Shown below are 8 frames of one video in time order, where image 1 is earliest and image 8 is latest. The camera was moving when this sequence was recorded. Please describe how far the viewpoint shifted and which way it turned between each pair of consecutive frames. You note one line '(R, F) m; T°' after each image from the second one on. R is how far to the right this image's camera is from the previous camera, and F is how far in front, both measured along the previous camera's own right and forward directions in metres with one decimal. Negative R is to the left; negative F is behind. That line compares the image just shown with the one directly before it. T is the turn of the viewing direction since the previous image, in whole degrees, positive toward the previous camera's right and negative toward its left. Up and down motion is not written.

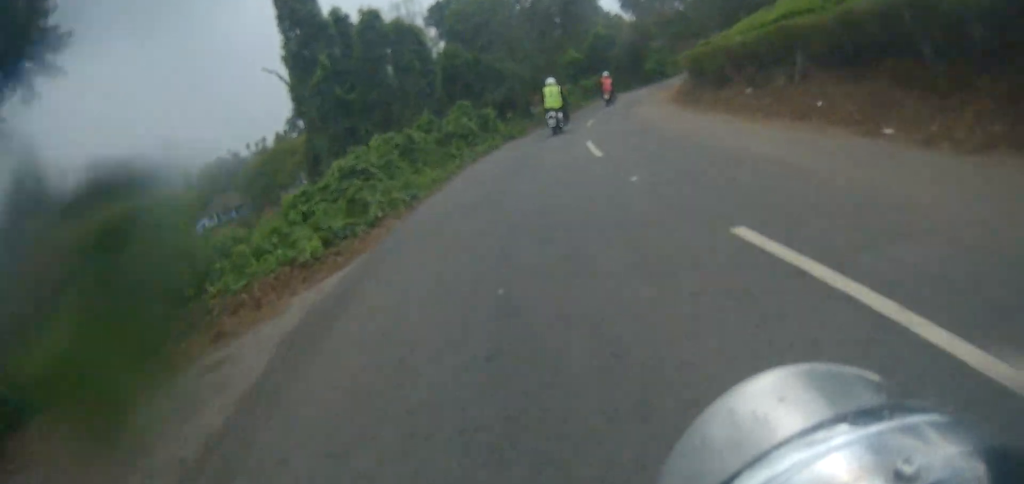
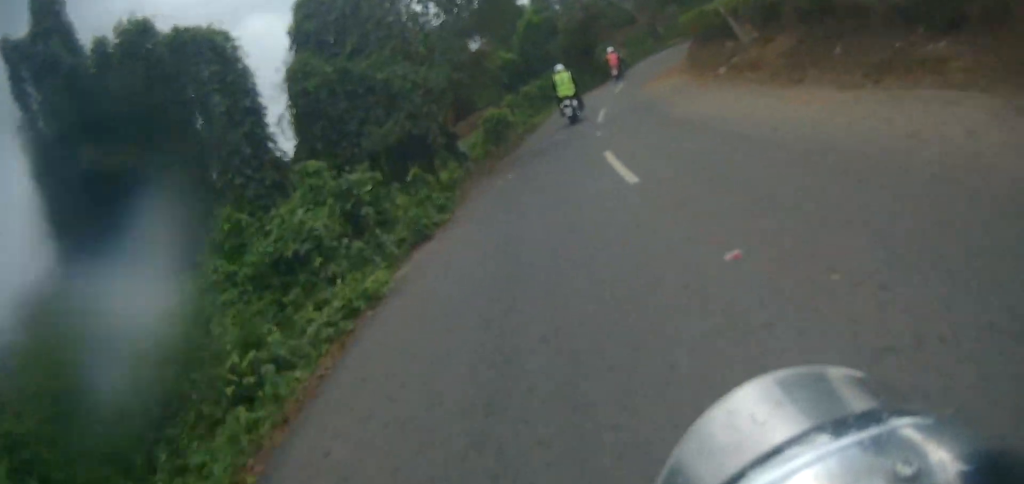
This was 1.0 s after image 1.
(+0.7, +13.4) m; +3°
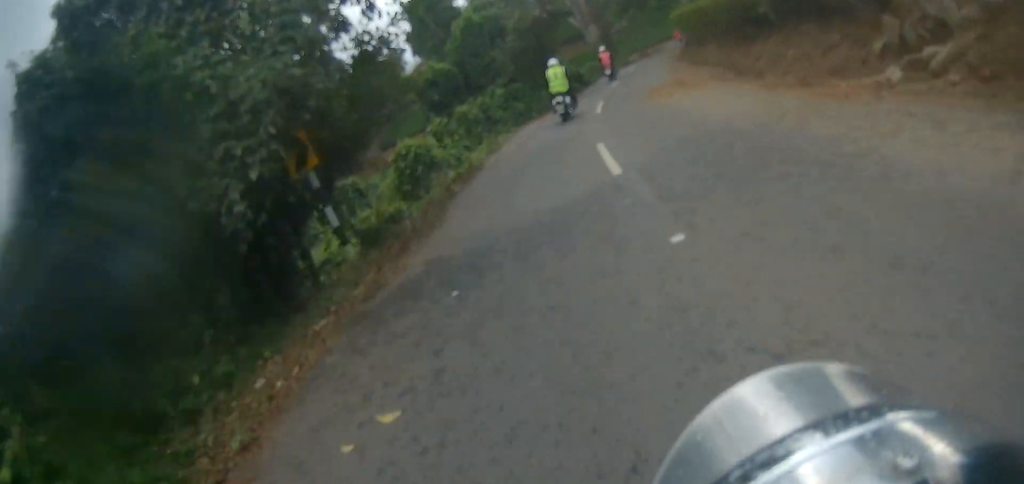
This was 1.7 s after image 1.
(0.0, +8.6) m; 0°
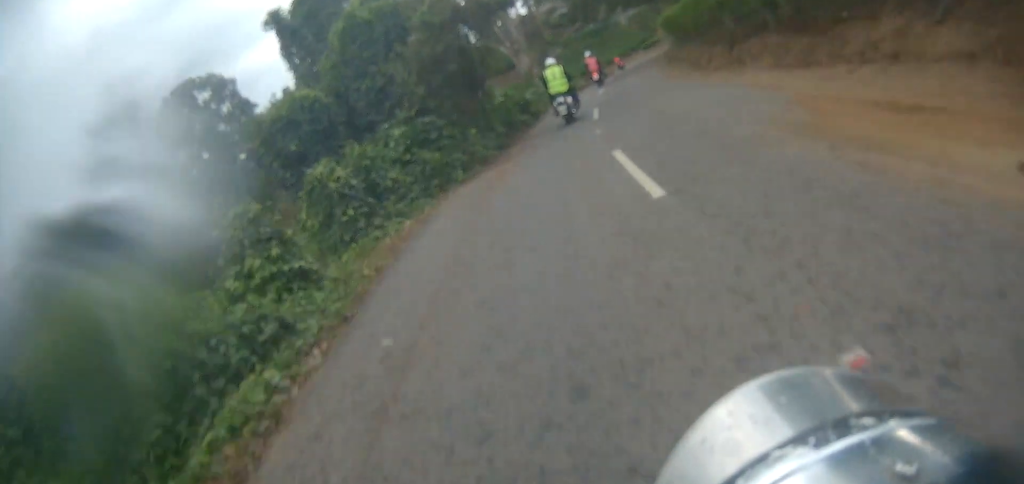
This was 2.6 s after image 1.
(0.0, +11.2) m; 0°
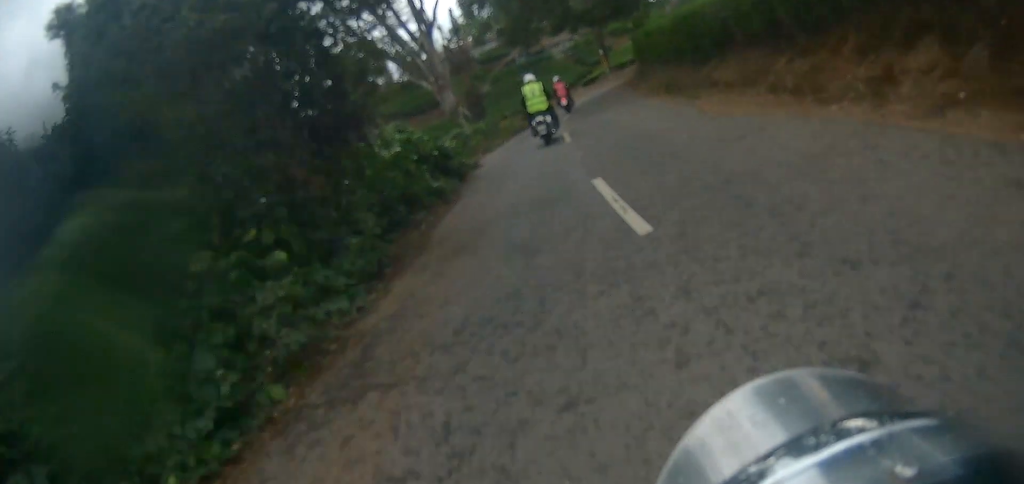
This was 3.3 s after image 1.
(0.0, +9.7) m; 0°
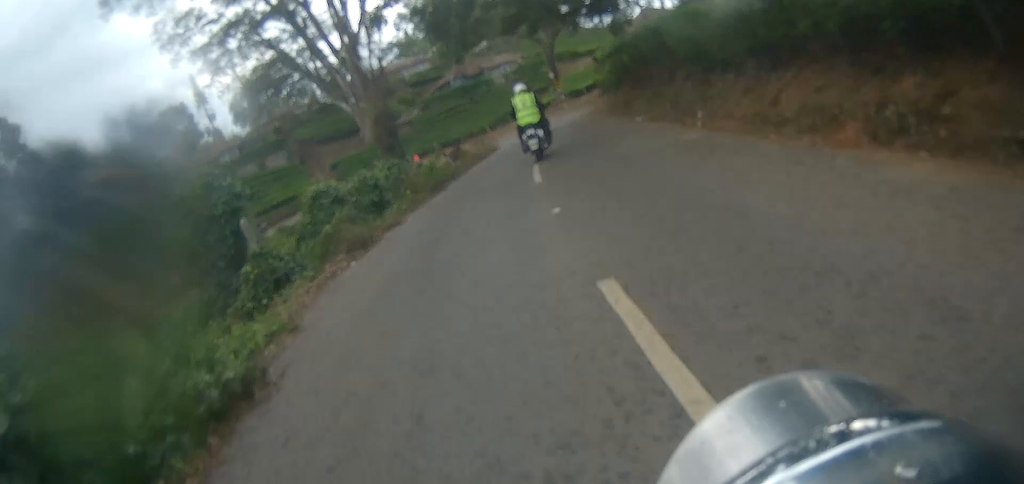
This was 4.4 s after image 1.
(0.0, +12.7) m; +9°
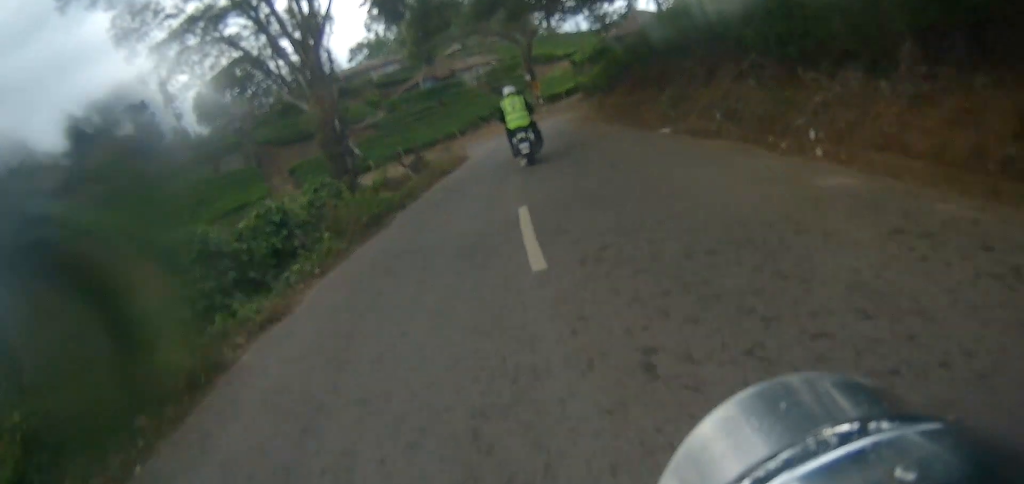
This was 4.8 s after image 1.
(+0.6, +4.9) m; +5°
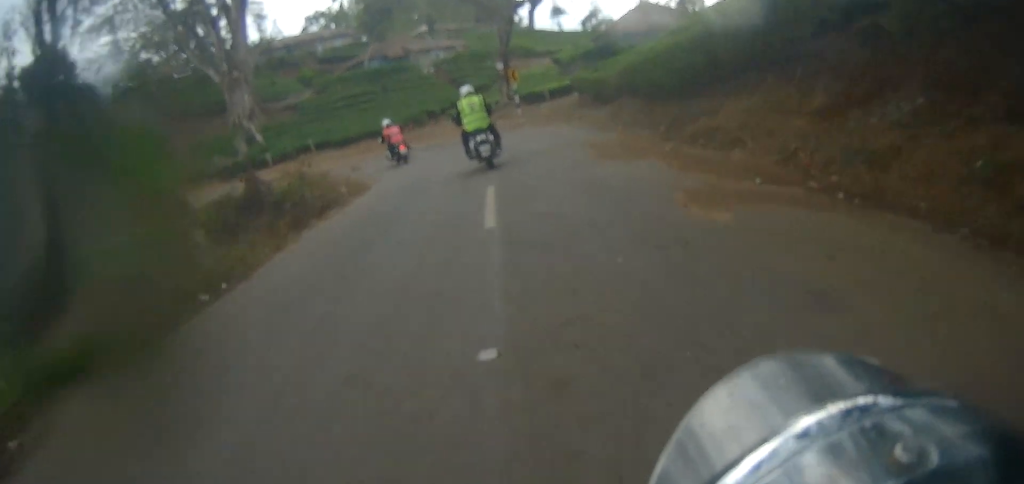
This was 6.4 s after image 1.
(+2.2, +16.6) m; +7°
